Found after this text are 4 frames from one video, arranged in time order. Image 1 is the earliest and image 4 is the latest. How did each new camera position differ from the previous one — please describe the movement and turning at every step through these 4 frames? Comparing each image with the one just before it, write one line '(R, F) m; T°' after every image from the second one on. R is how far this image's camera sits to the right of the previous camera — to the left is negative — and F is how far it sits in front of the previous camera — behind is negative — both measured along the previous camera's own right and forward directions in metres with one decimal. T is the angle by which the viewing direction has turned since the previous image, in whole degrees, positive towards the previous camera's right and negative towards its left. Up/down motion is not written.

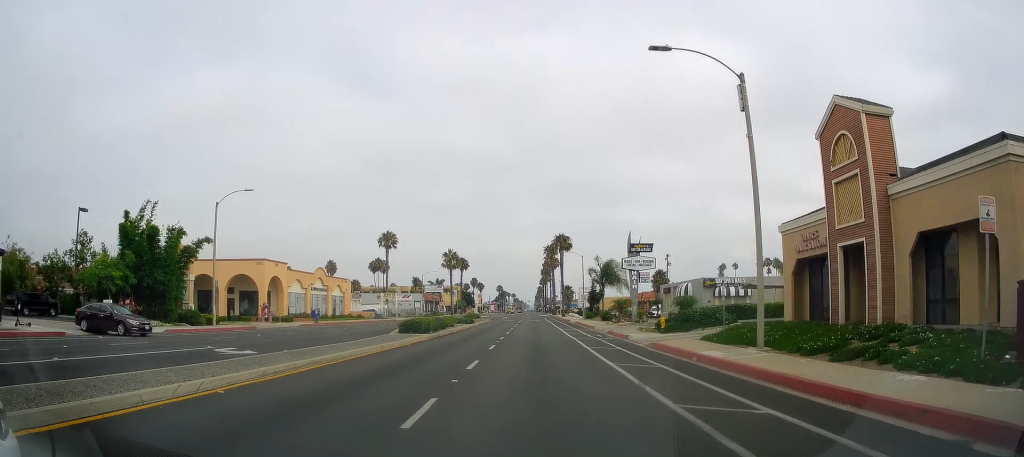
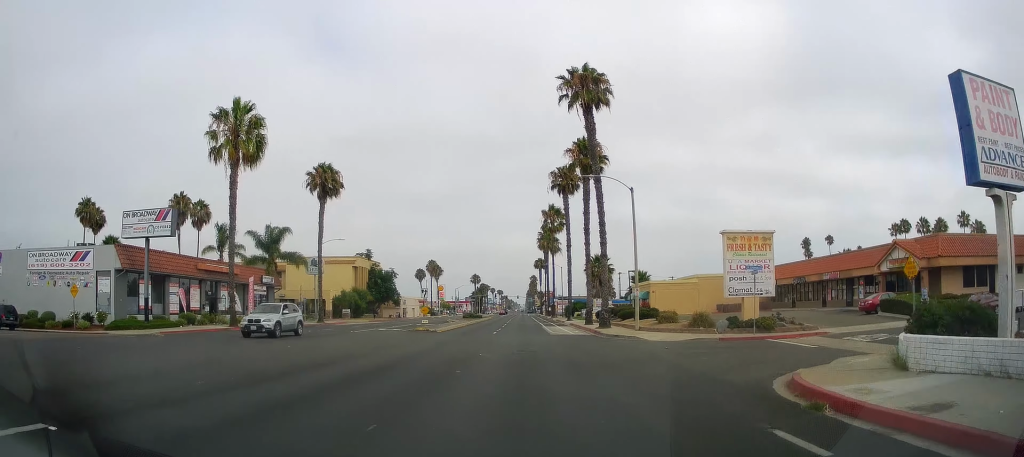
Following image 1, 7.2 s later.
(+1.1, +114.0) m; +1°
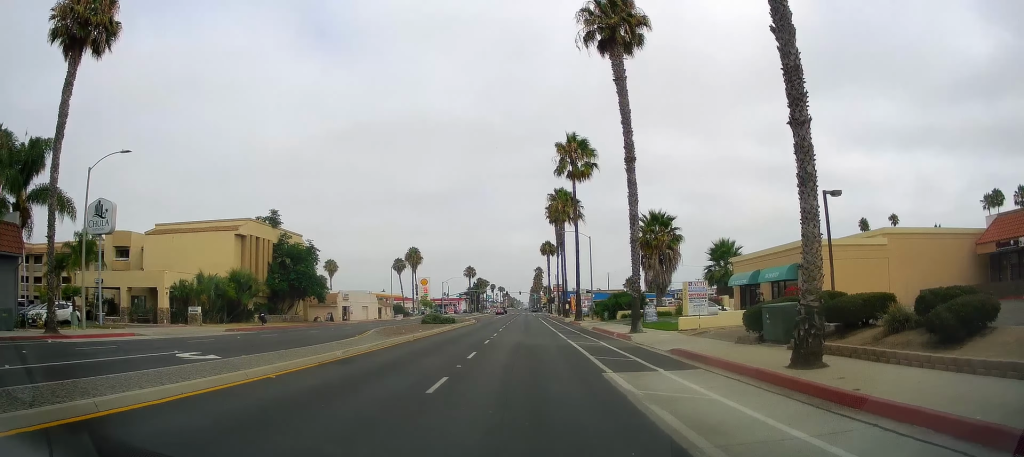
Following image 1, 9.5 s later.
(+0.5, +40.2) m; 0°
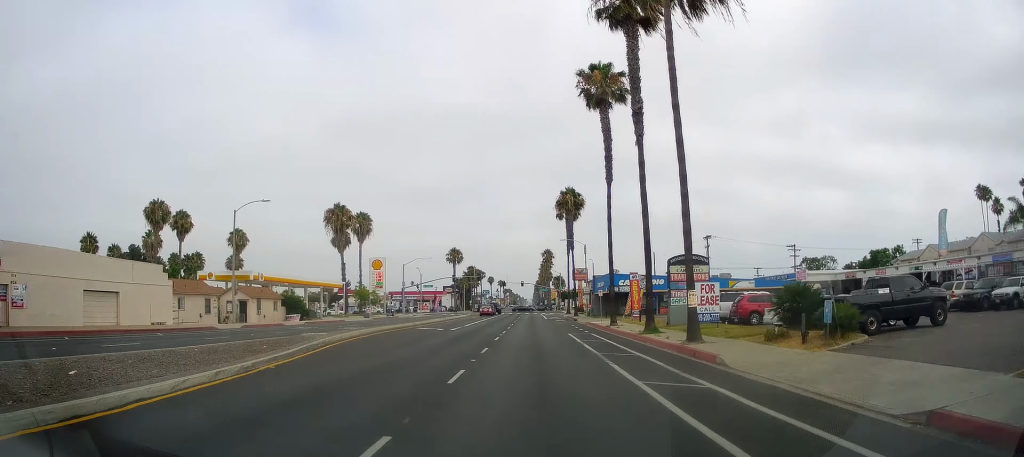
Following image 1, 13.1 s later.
(-1.3, +58.8) m; -1°
